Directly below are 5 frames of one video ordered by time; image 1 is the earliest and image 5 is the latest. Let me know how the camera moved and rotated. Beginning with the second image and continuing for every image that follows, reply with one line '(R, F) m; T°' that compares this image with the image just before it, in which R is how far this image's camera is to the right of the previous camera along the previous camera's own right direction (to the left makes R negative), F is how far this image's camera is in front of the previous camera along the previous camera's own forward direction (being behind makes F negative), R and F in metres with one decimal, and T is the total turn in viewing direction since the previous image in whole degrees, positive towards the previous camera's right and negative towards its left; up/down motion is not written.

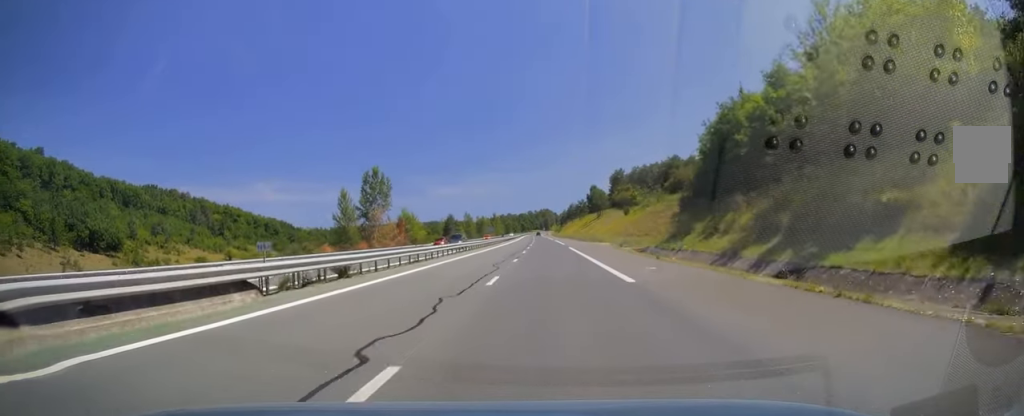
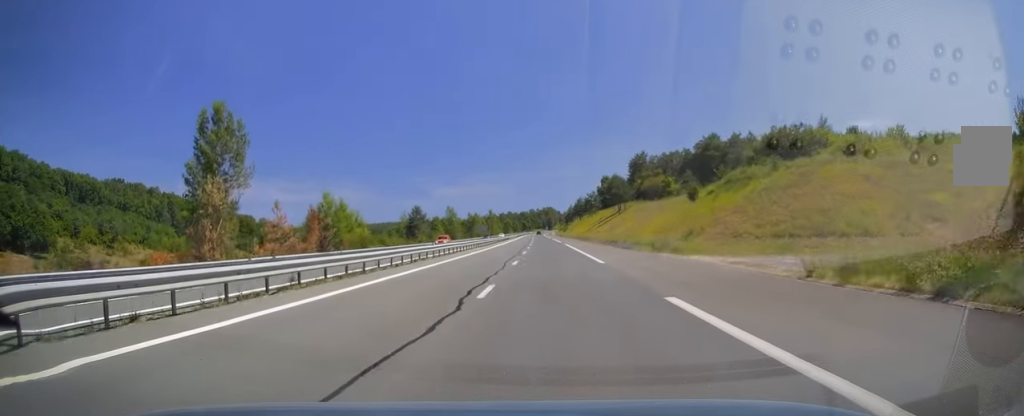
(-0.2, +41.9) m; -1°
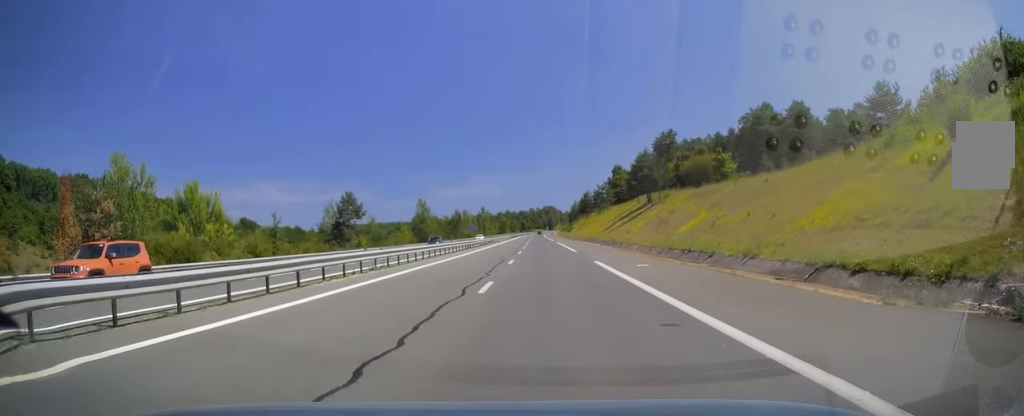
(-0.3, +37.6) m; -1°
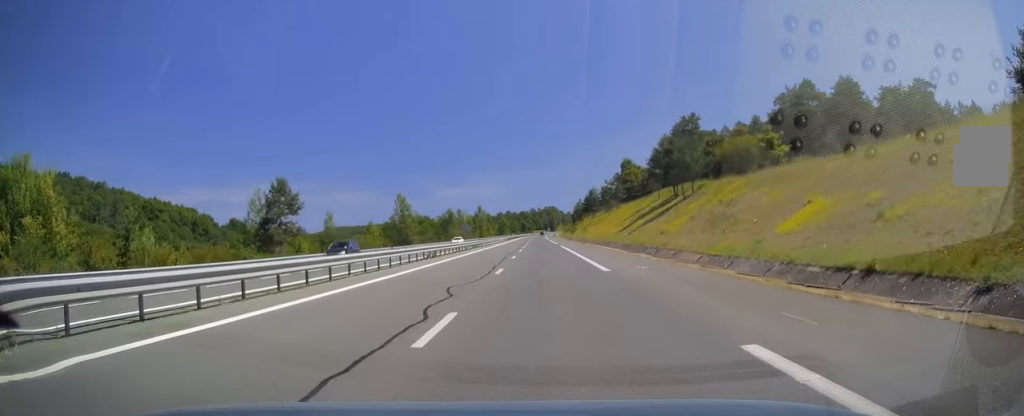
(-0.2, +19.0) m; 0°
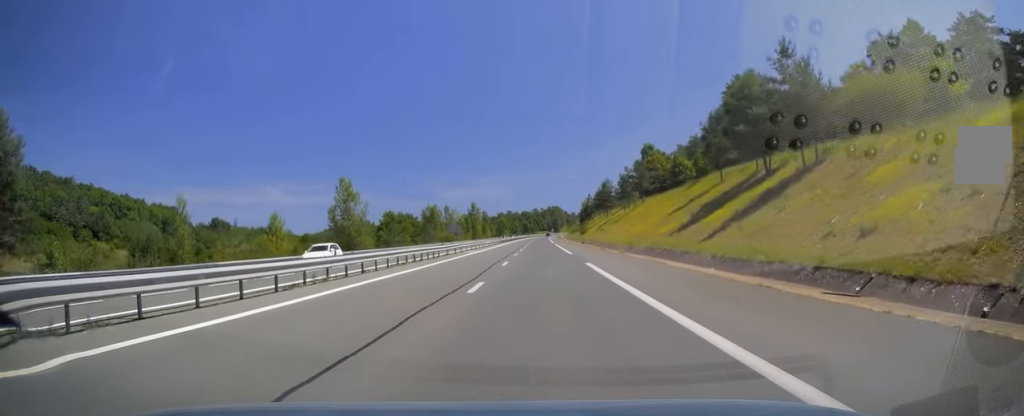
(+0.3, +31.7) m; +1°
